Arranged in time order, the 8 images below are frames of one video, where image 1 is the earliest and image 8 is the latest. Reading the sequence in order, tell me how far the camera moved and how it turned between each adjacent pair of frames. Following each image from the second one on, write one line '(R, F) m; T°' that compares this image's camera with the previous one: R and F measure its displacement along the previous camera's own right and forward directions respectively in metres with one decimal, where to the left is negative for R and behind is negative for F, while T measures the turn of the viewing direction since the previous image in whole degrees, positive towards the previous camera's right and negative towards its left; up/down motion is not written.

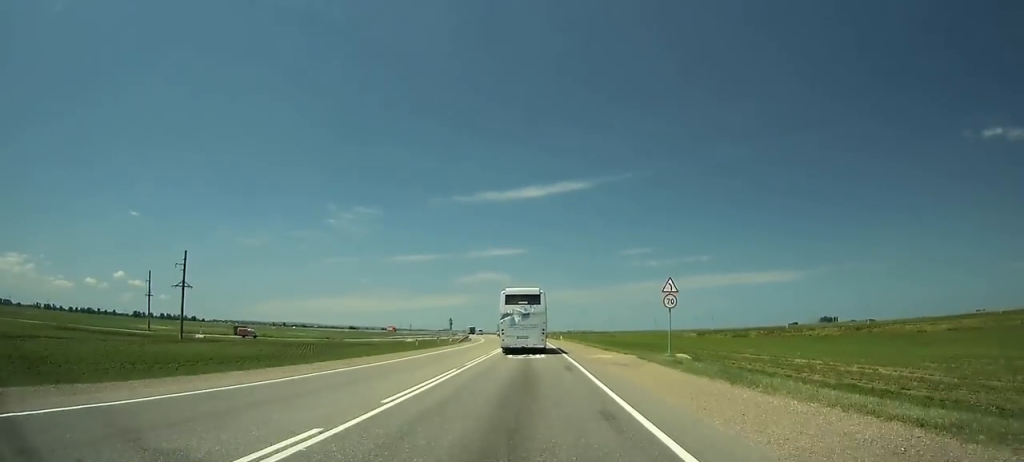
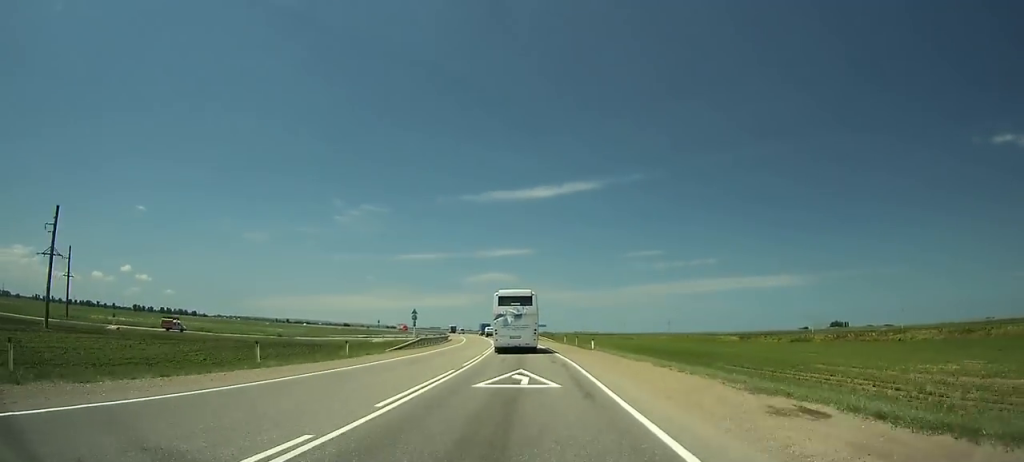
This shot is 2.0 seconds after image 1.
(-0.3, +37.0) m; -1°
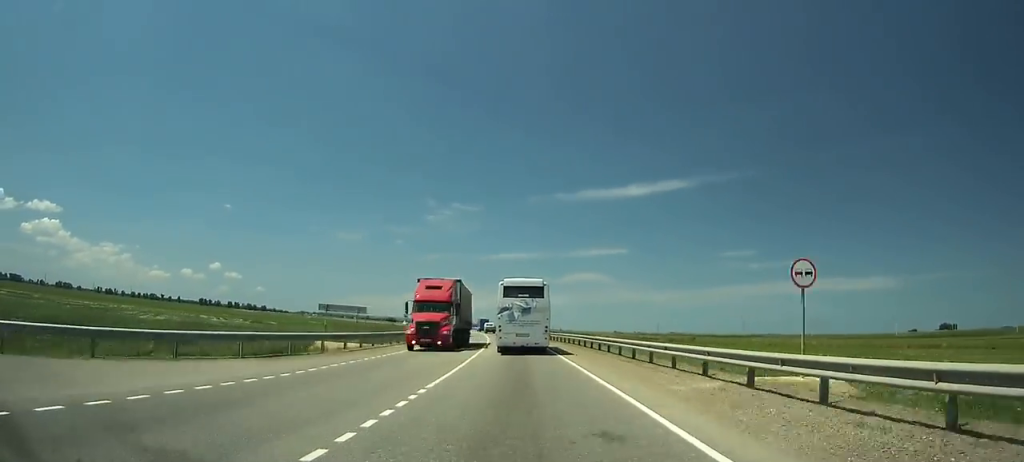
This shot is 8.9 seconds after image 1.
(-8.3, +132.3) m; -8°
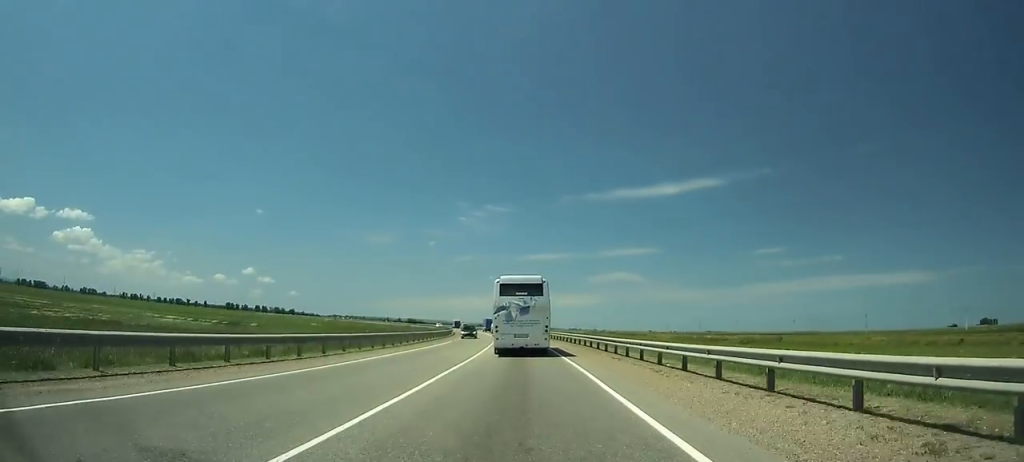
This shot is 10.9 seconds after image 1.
(-0.8, +39.1) m; -3°
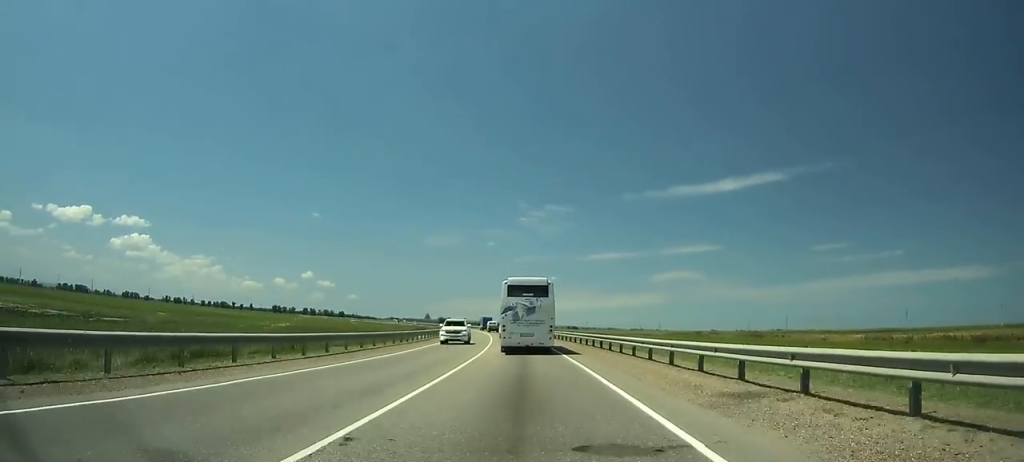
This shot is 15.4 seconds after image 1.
(-4.8, +87.6) m; -7°
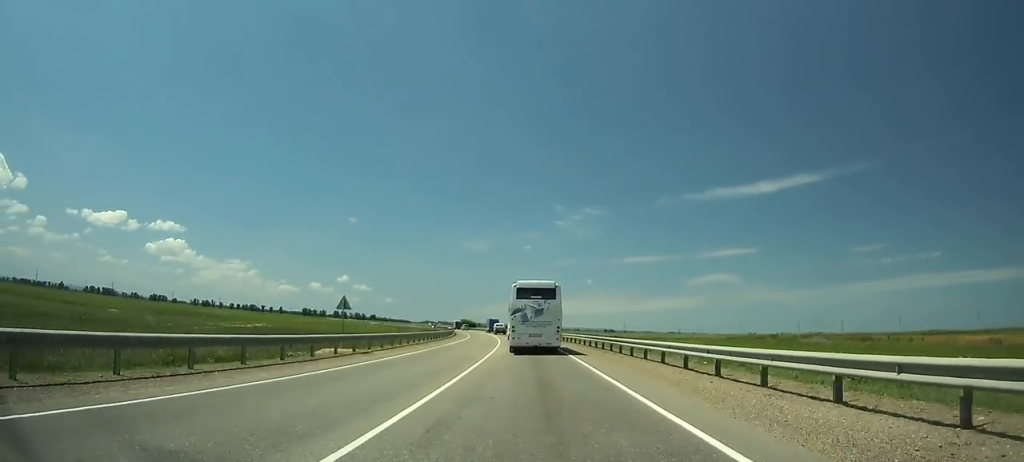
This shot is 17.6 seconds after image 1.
(-1.5, +42.5) m; -3°
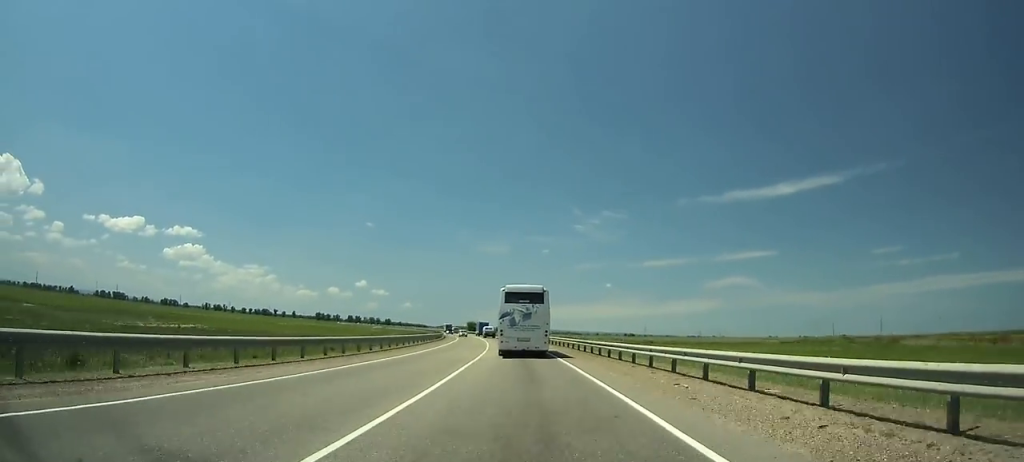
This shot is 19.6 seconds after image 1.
(-0.9, +38.6) m; -3°
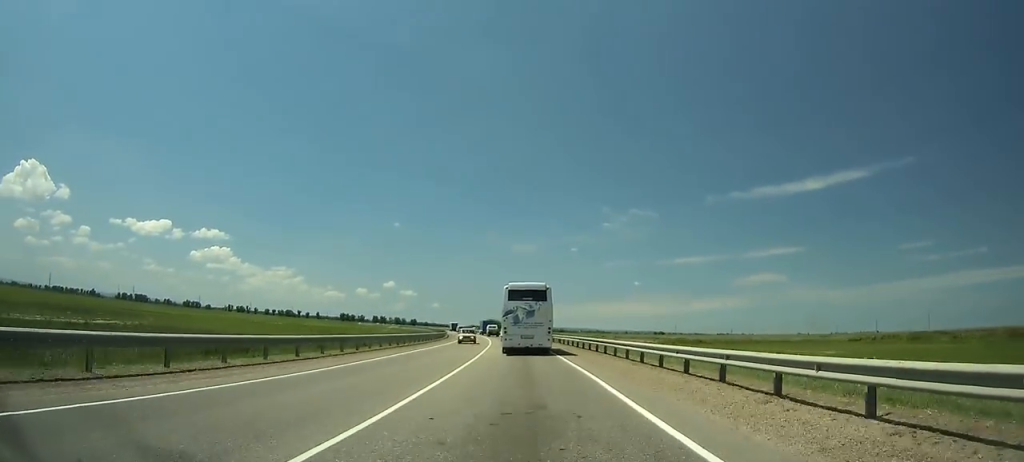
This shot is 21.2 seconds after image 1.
(-0.3, +30.9) m; -3°
